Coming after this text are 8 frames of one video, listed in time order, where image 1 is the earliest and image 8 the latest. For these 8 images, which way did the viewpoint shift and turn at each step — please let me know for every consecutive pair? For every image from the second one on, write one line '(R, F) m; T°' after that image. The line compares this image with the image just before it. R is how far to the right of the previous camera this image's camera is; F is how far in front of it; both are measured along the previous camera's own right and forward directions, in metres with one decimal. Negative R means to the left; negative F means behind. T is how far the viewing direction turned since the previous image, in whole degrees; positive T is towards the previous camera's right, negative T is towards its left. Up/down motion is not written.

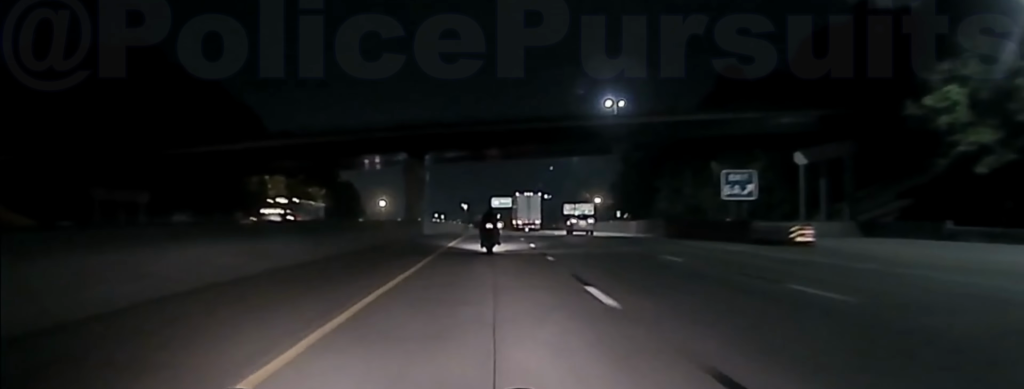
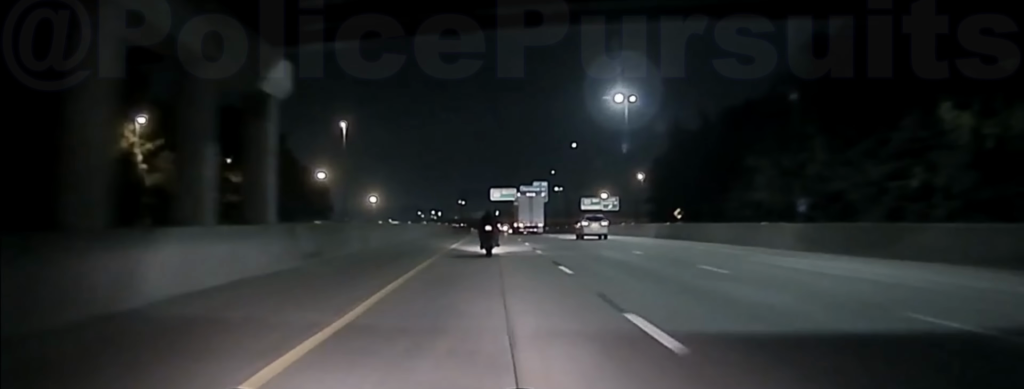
(0.0, +54.4) m; 0°
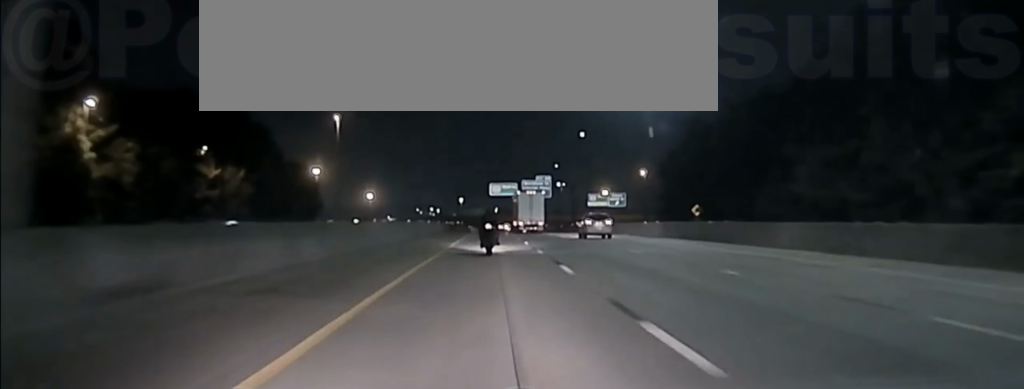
(+0.1, +12.9) m; 0°
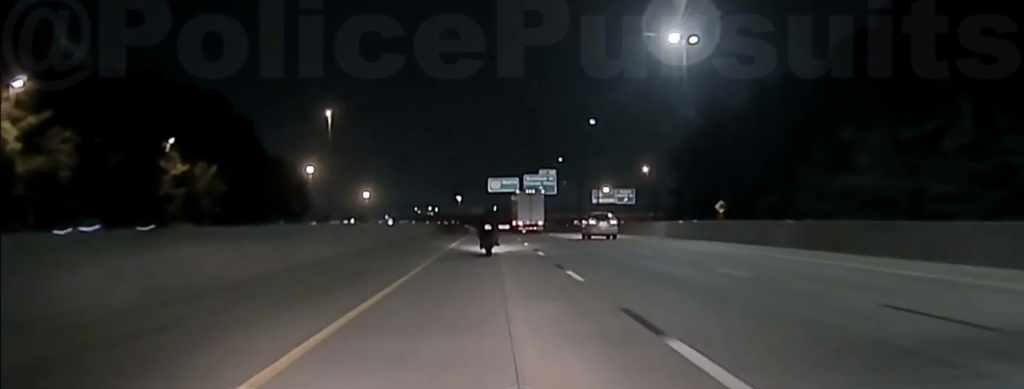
(+0.1, +13.9) m; 0°
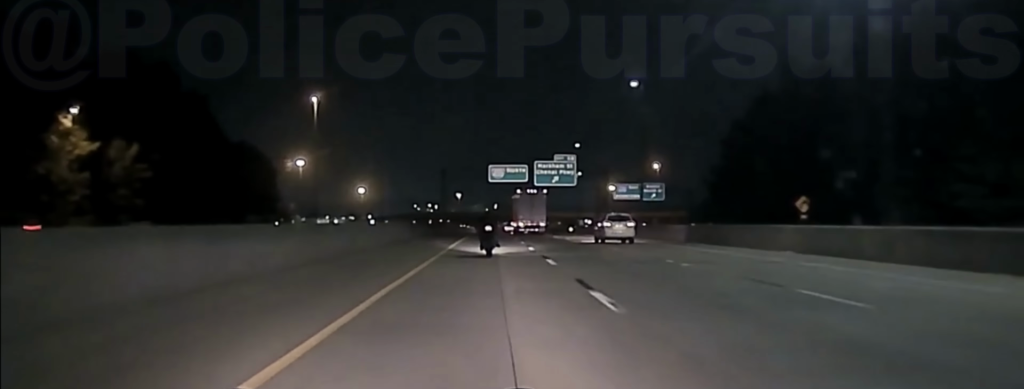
(-0.1, +28.7) m; -1°
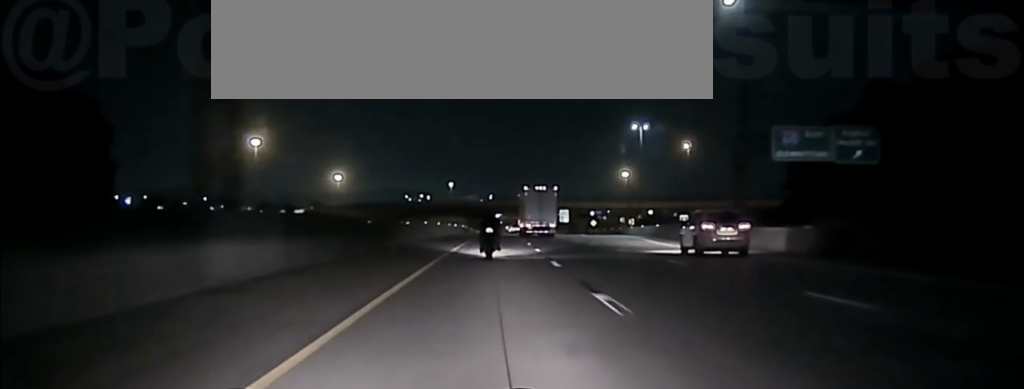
(-0.2, +85.6) m; +1°
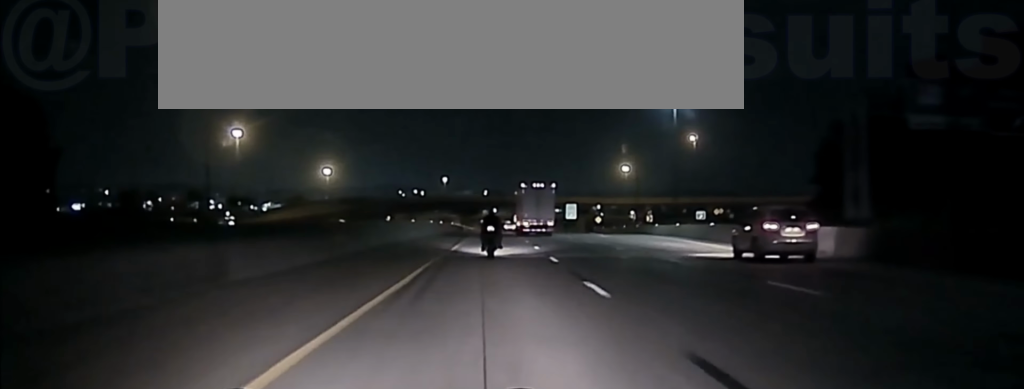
(+0.7, +22.2) m; +1°
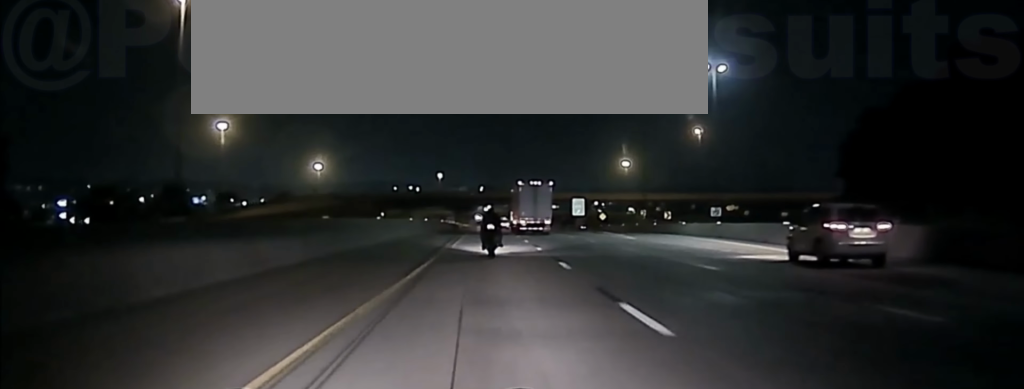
(-0.1, +16.4) m; 0°
